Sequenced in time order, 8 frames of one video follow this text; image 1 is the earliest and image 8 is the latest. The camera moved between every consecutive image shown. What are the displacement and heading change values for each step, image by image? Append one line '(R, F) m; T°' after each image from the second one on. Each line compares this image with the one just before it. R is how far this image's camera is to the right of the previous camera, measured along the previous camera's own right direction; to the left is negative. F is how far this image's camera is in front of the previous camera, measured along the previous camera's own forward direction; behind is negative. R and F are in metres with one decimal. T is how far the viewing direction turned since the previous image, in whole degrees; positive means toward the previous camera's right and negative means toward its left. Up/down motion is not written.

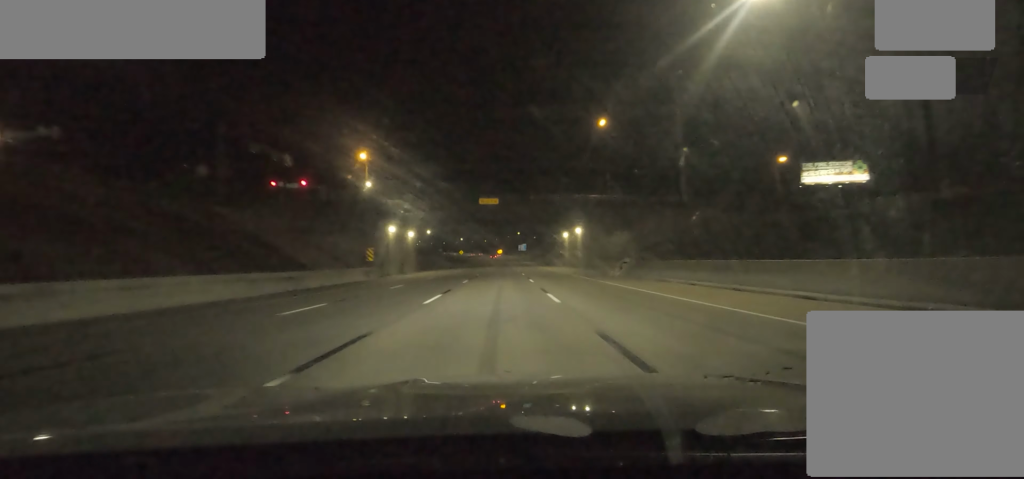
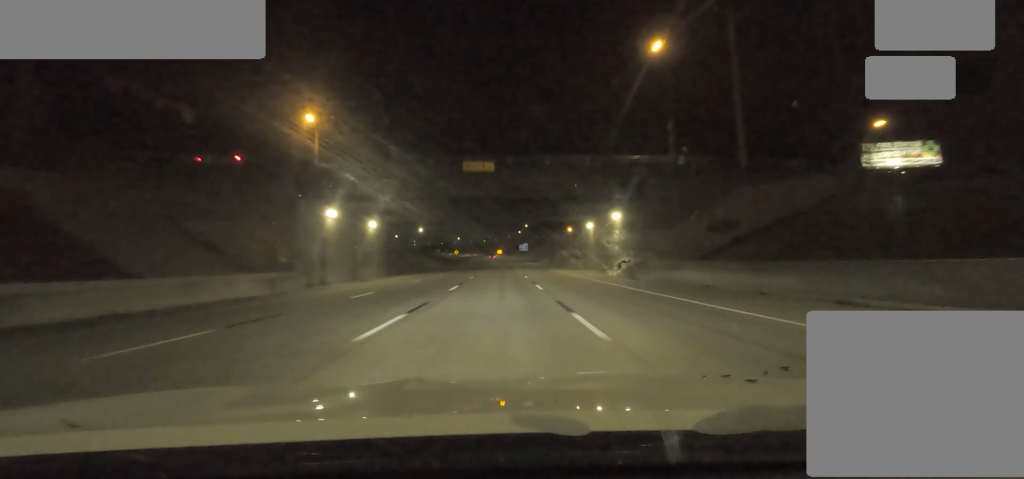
(0.0, +20.3) m; 0°
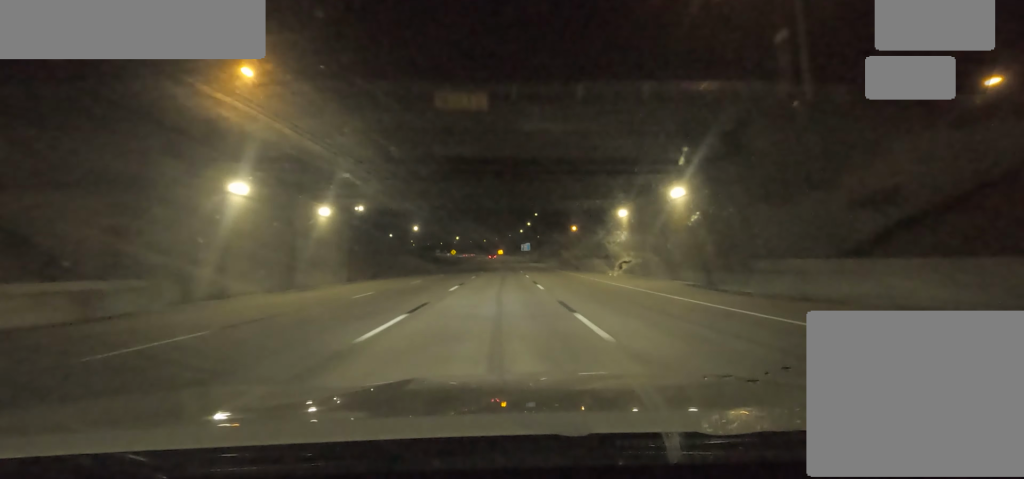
(0.0, +13.6) m; 0°
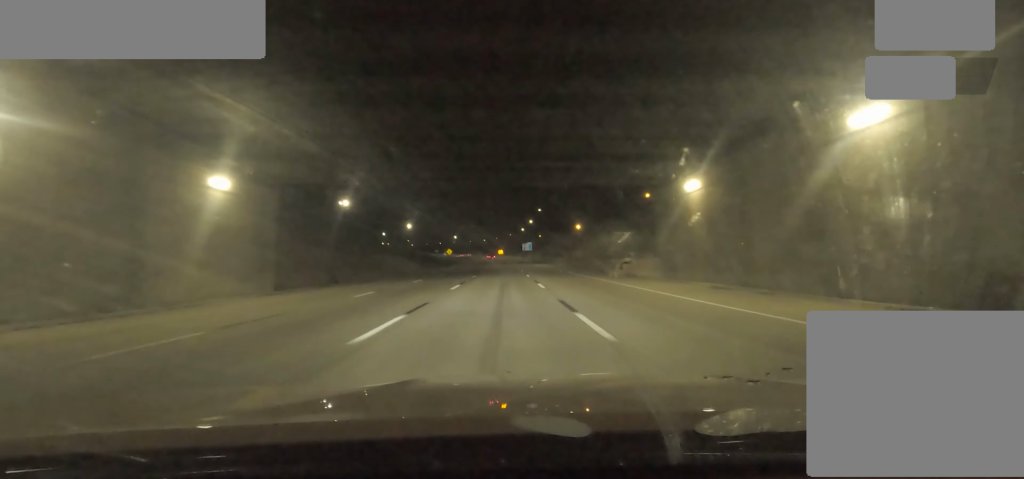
(0.0, +13.1) m; 0°
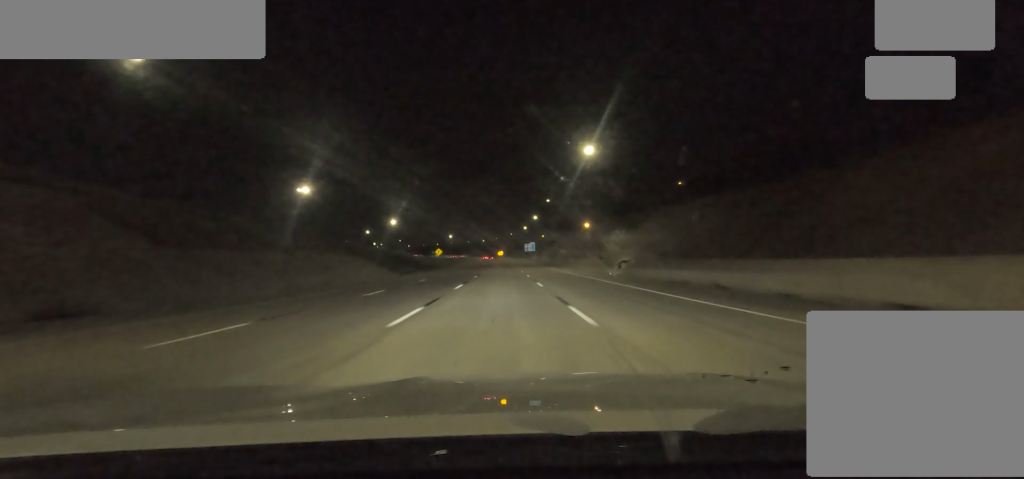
(0.0, +25.2) m; 0°
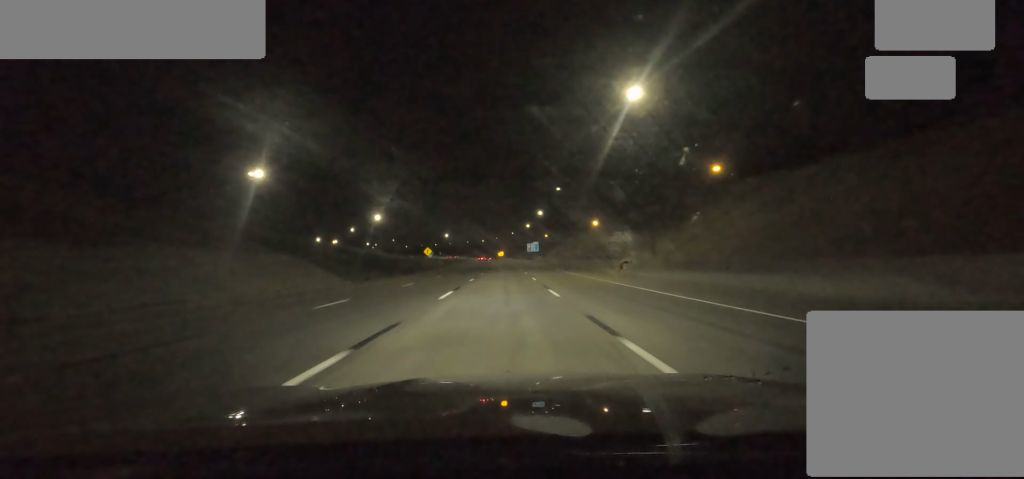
(0.0, +19.5) m; 0°
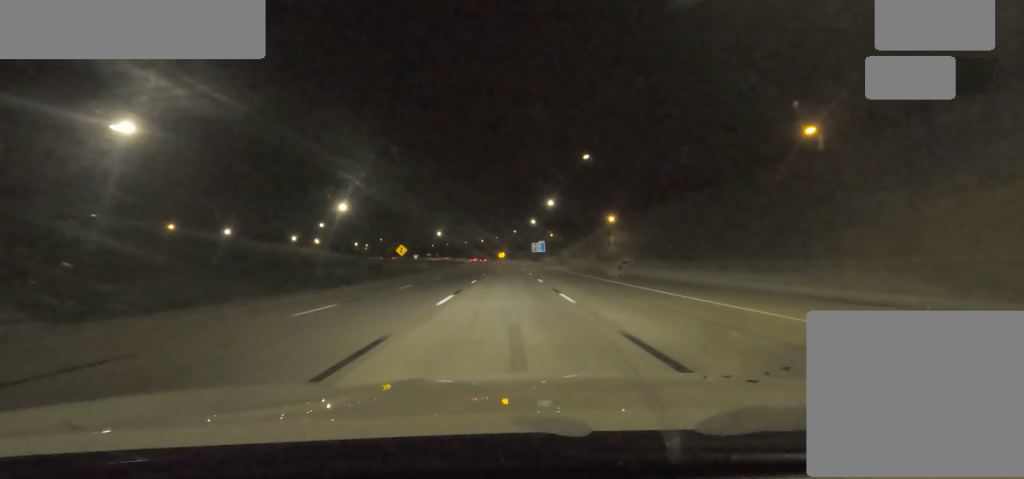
(0.0, +29.2) m; 0°
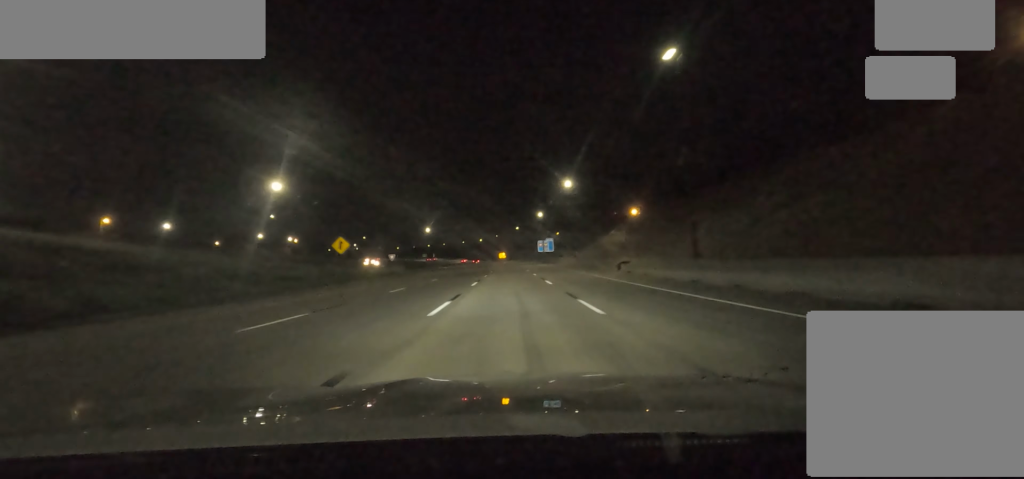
(0.0, +29.9) m; 0°
